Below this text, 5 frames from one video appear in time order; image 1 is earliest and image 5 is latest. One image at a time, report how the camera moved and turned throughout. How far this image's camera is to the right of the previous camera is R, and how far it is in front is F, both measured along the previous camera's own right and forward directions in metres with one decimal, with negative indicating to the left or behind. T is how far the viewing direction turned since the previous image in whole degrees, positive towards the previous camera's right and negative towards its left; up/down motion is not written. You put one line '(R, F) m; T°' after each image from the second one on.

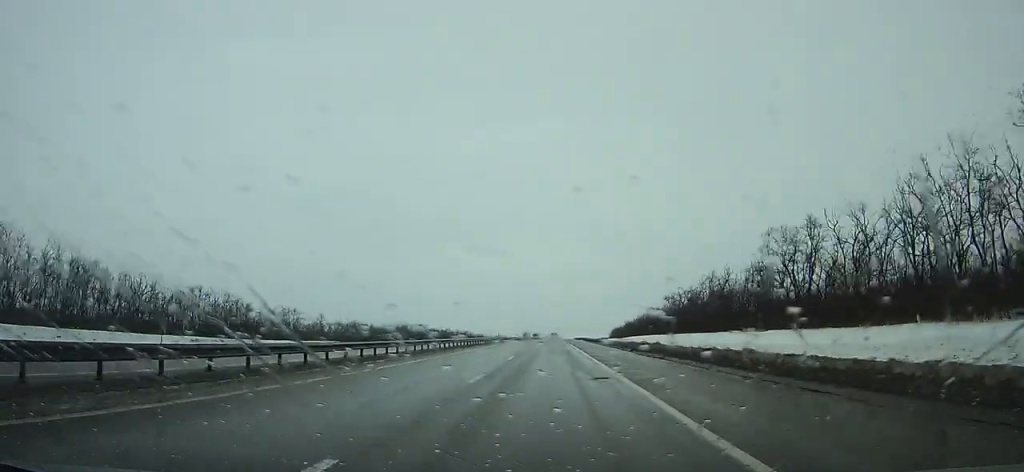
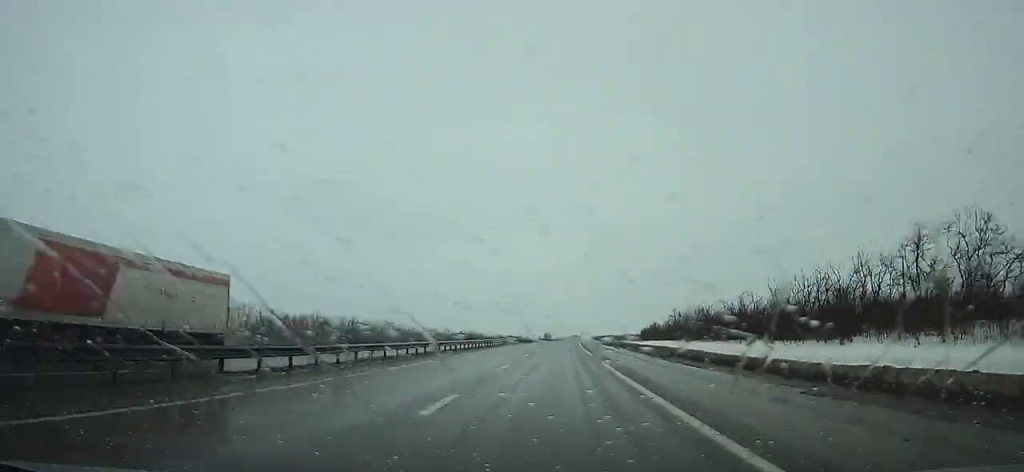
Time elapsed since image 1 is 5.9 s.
(+0.6, +148.8) m; +1°
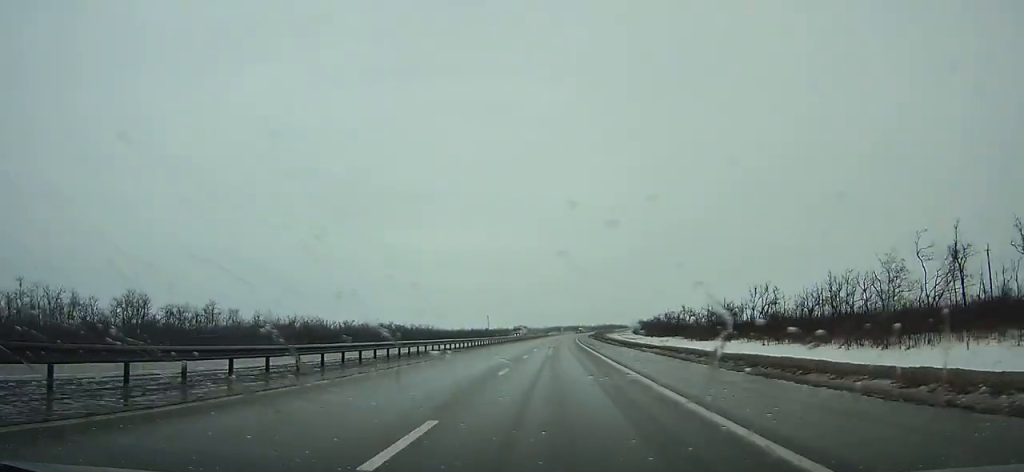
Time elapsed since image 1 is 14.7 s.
(+9.1, +231.0) m; +5°
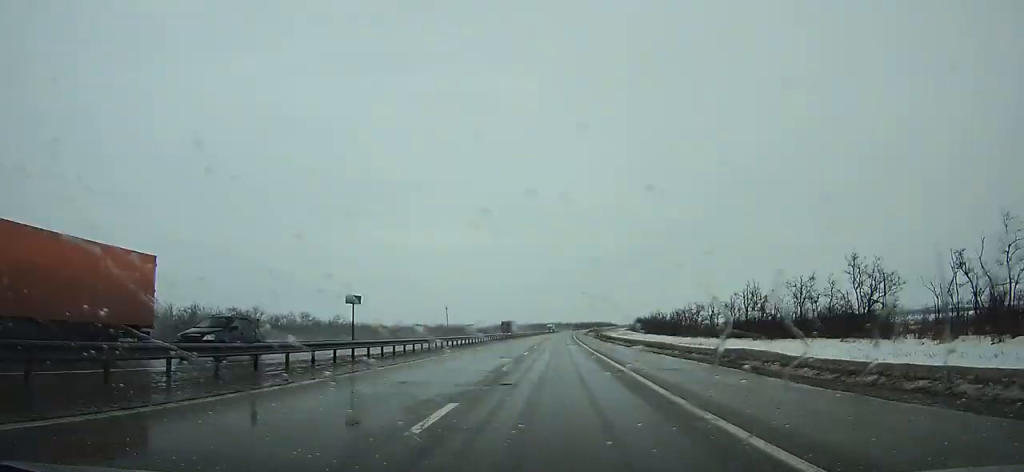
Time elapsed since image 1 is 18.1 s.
(+1.7, +92.7) m; +2°
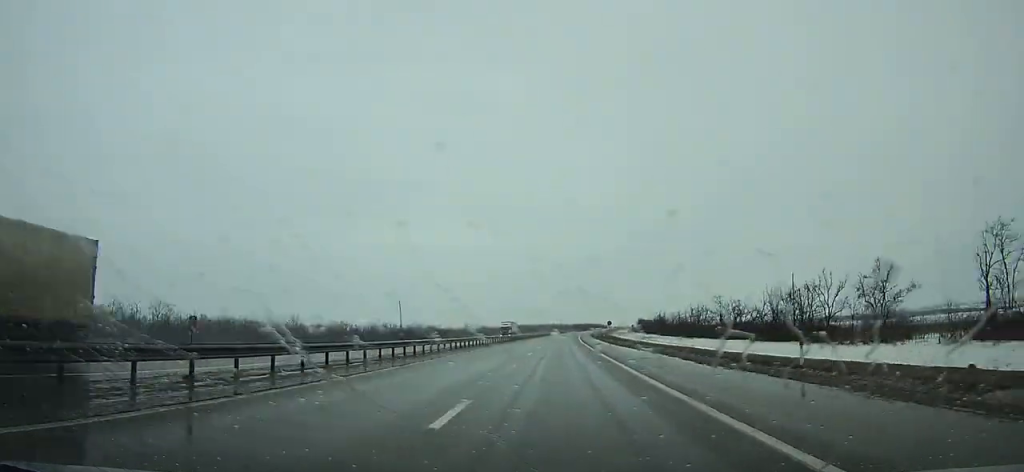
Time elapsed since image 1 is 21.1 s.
(+1.0, +82.7) m; +1°
